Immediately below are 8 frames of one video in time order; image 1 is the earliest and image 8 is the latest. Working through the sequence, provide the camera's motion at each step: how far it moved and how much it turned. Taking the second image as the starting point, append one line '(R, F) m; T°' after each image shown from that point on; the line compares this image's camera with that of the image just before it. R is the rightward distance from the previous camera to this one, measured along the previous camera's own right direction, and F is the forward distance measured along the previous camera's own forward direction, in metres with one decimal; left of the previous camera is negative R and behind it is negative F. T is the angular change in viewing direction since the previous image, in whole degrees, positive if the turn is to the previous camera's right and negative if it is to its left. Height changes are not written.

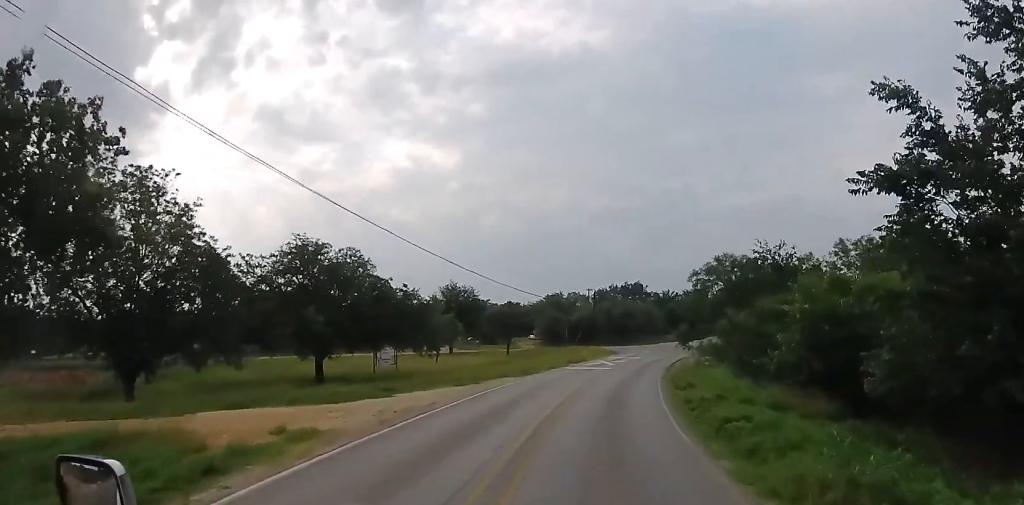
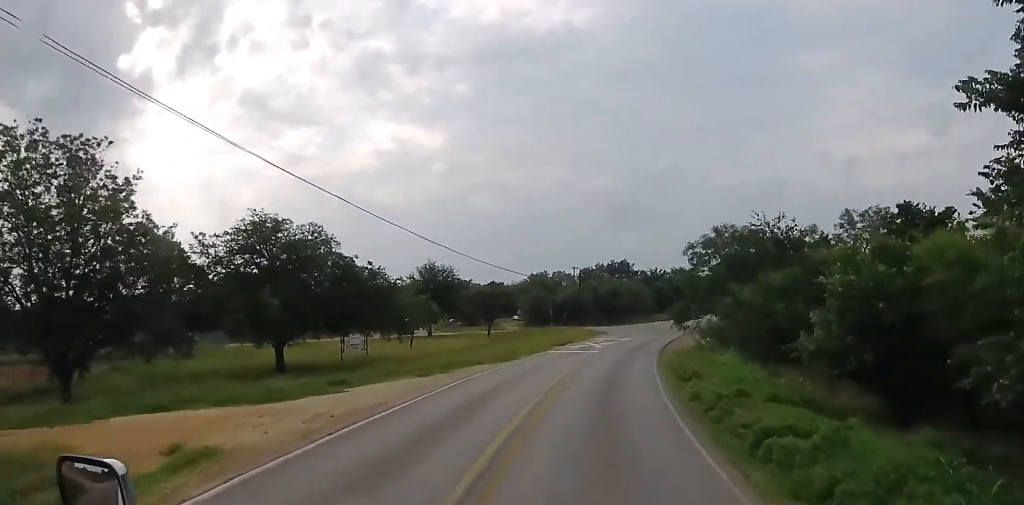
(+0.1, +3.6) m; +4°
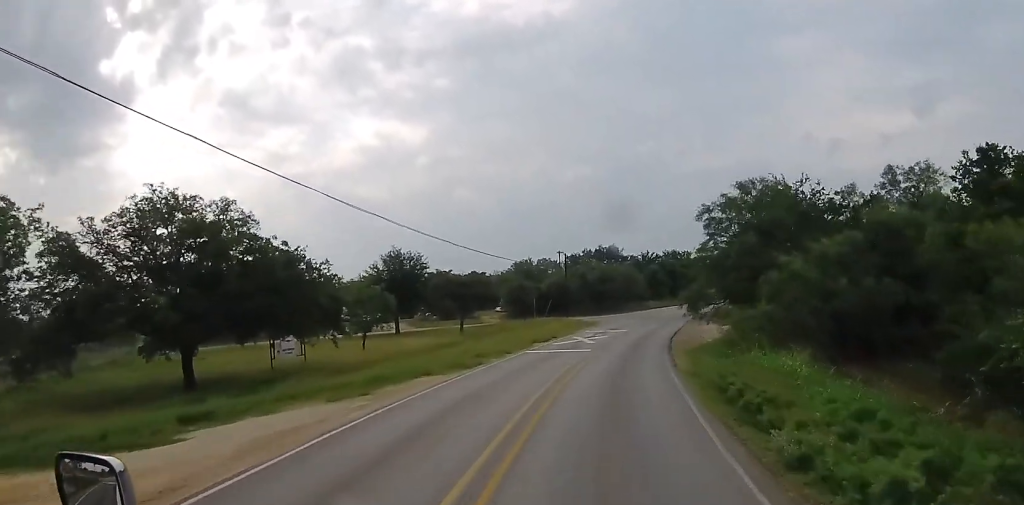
(+0.6, +7.8) m; +6°
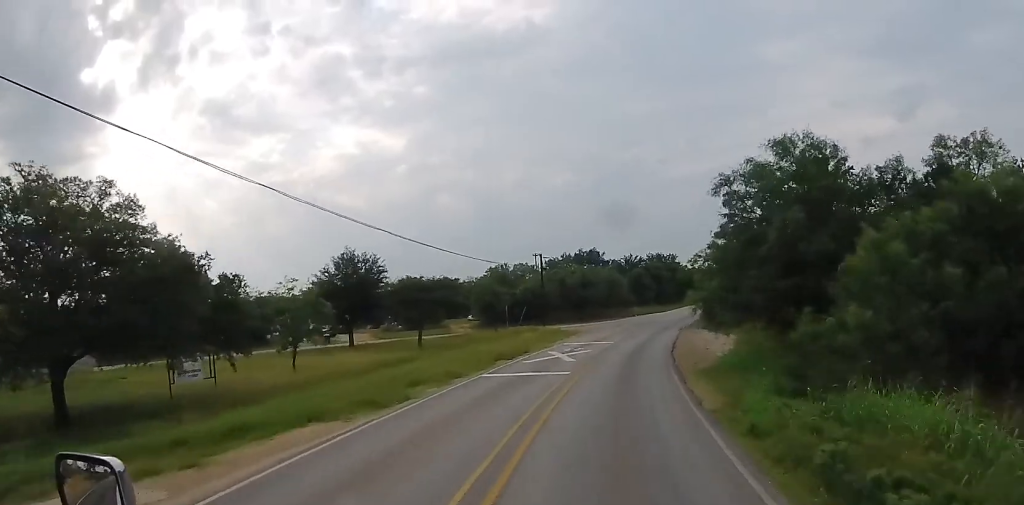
(+0.1, +7.9) m; +2°
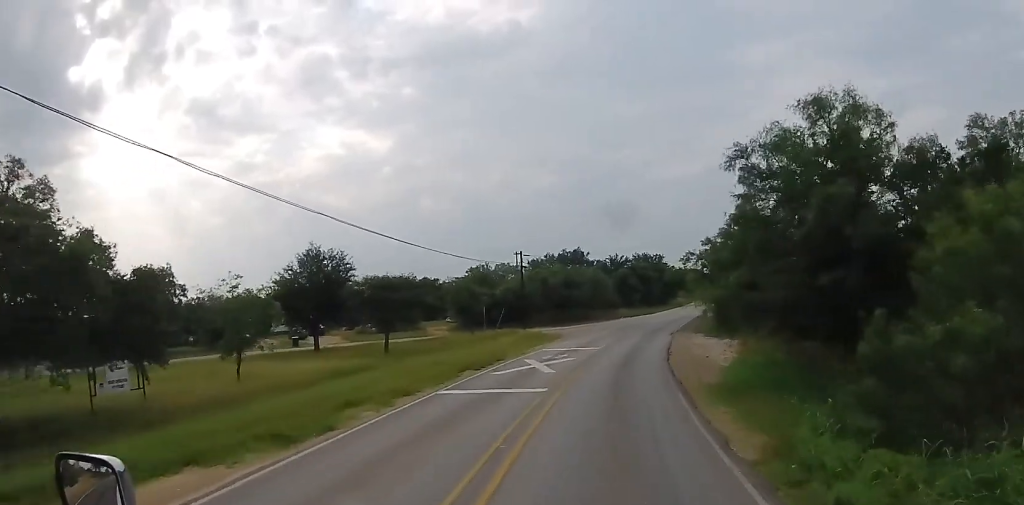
(+0.1, +4.5) m; +1°
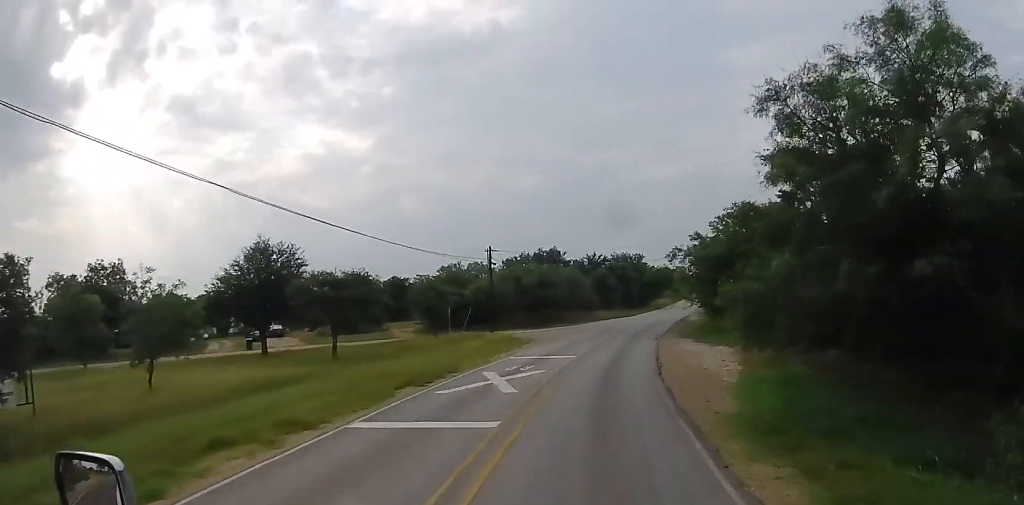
(+0.1, +5.4) m; +1°
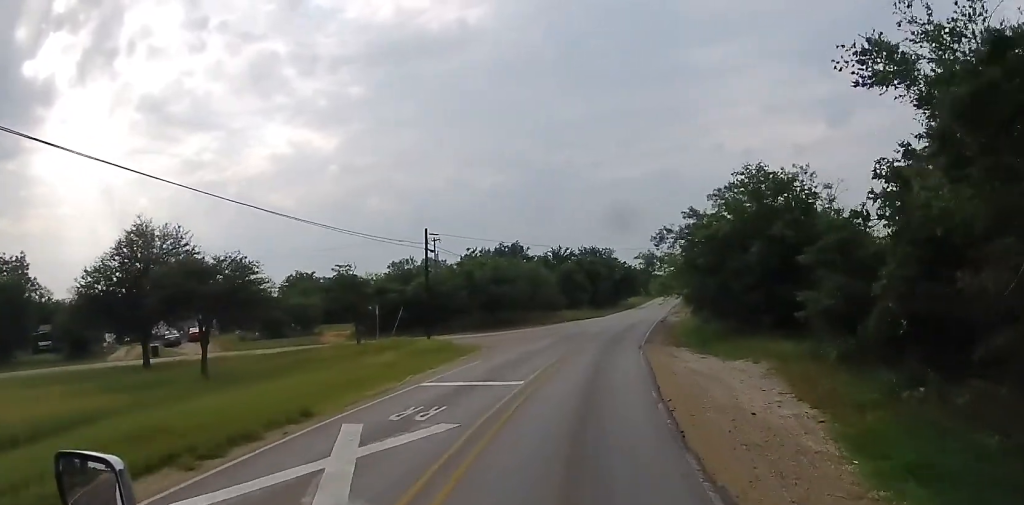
(+0.4, +11.3) m; +4°
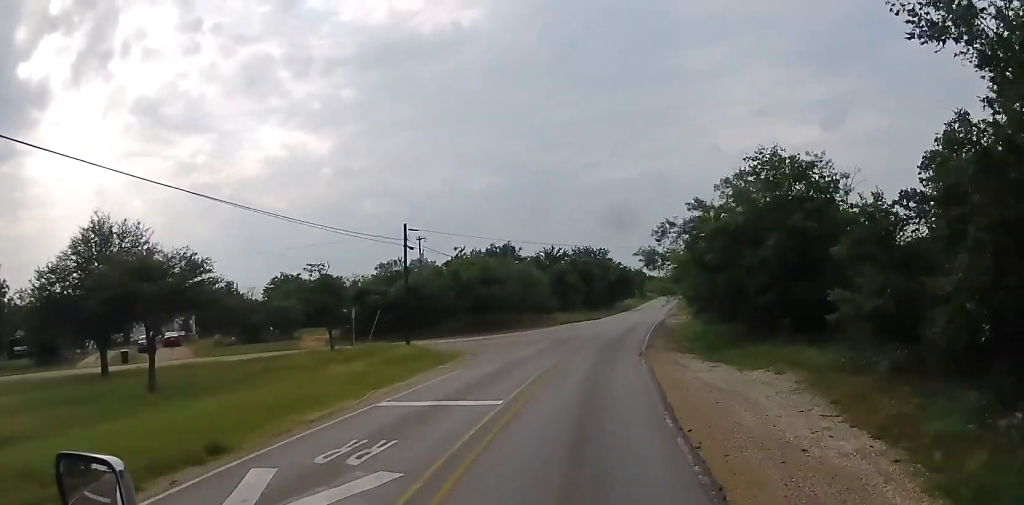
(+0.1, +3.6) m; +1°
